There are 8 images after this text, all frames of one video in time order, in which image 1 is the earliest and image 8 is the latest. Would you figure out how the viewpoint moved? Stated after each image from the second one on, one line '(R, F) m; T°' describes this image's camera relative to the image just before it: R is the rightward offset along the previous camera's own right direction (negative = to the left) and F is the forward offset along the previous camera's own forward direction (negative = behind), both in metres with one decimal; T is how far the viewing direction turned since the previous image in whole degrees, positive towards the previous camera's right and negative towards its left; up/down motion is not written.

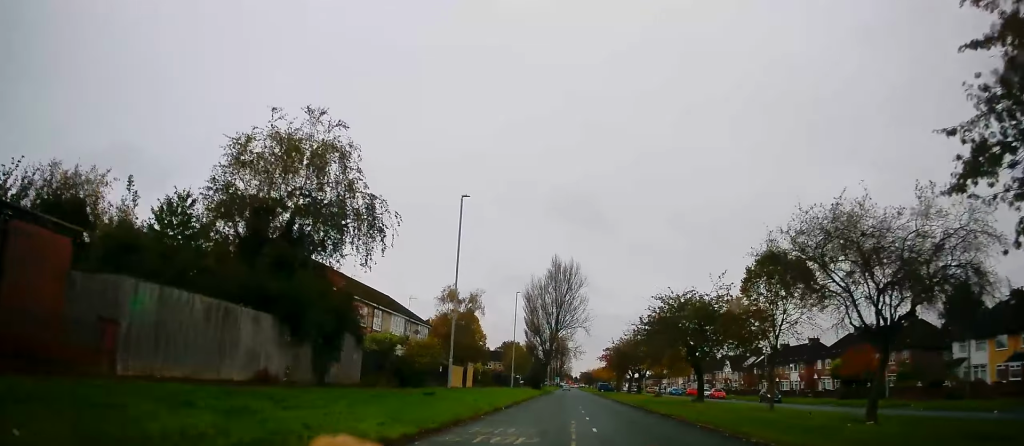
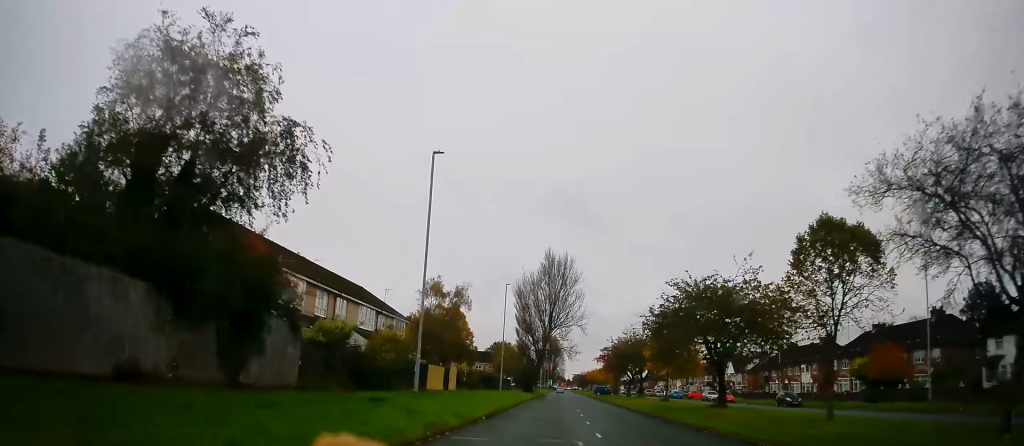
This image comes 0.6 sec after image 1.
(0.0, +6.7) m; +1°
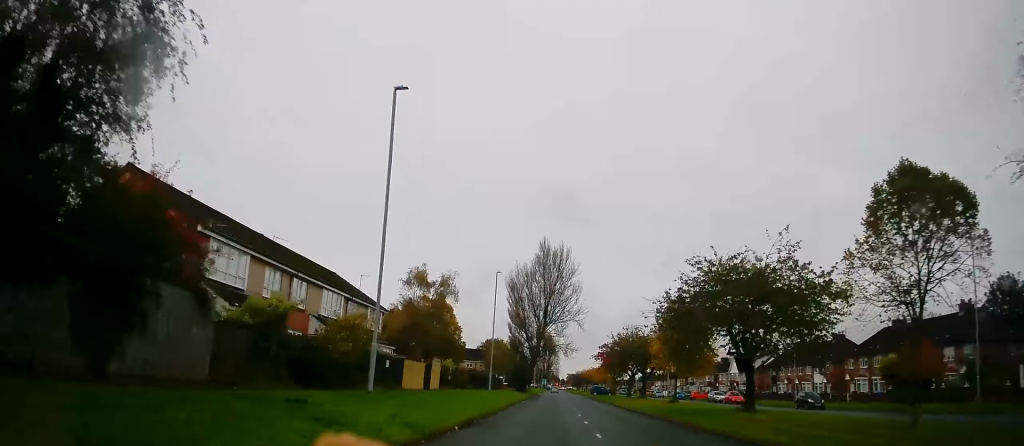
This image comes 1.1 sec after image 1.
(-0.1, +6.0) m; +1°
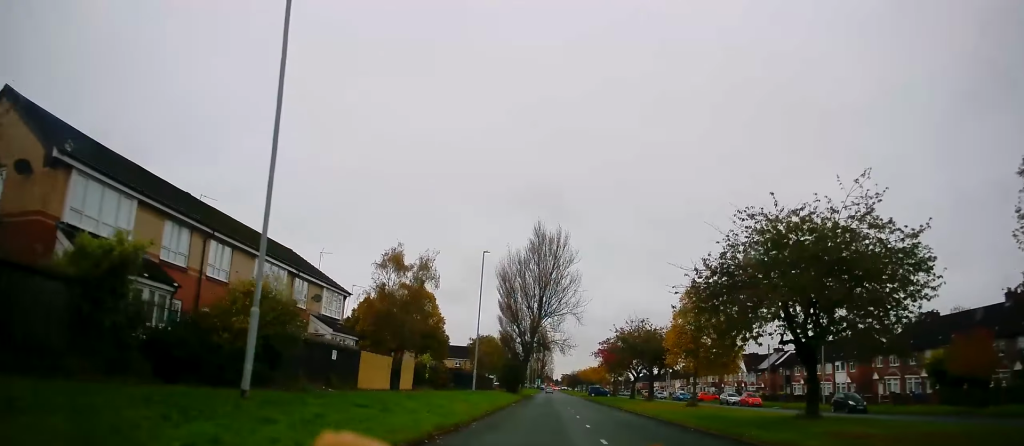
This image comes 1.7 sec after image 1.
(+0.3, +7.9) m; +1°
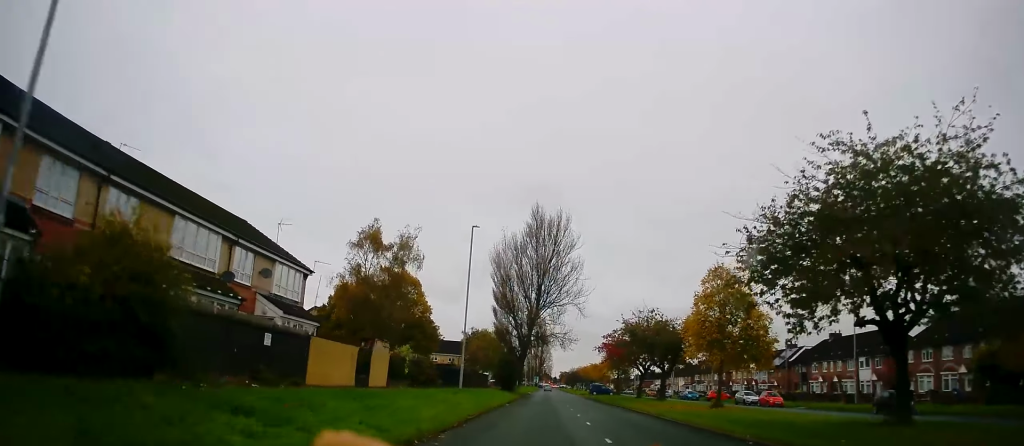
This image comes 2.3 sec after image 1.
(+0.1, +6.4) m; 0°
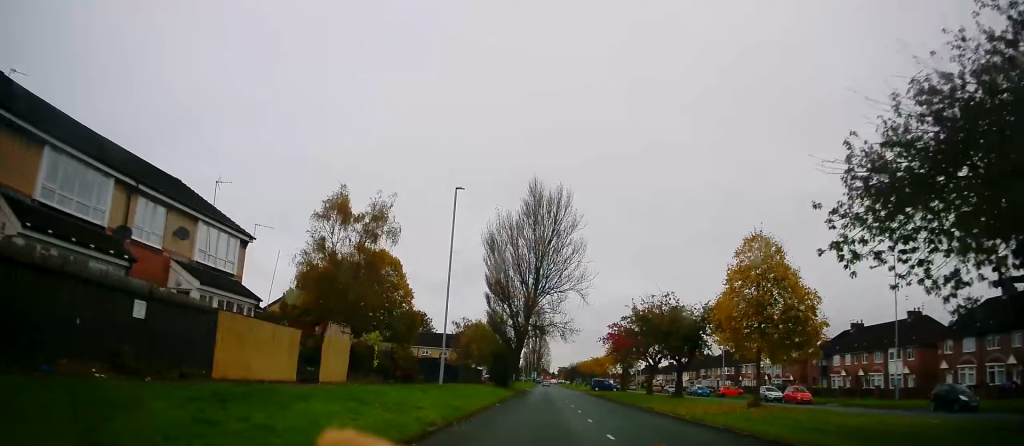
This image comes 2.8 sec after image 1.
(0.0, +6.8) m; 0°
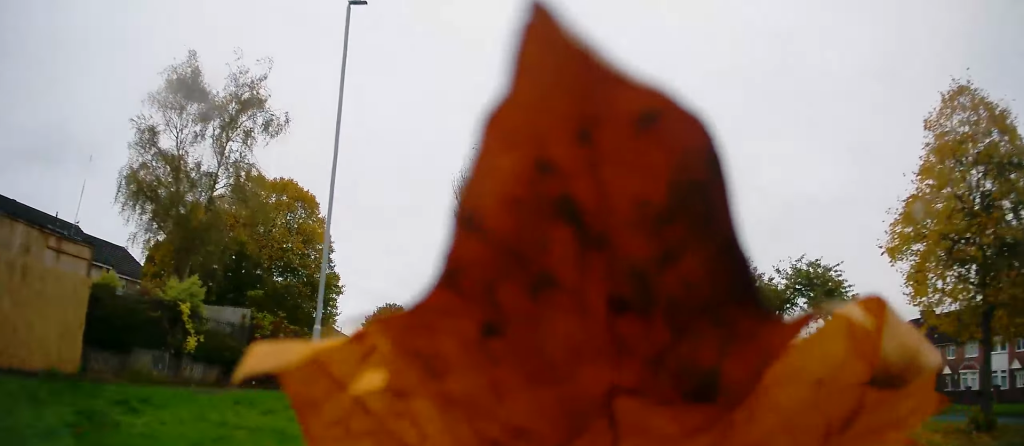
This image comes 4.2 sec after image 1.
(+0.1, +16.9) m; +2°
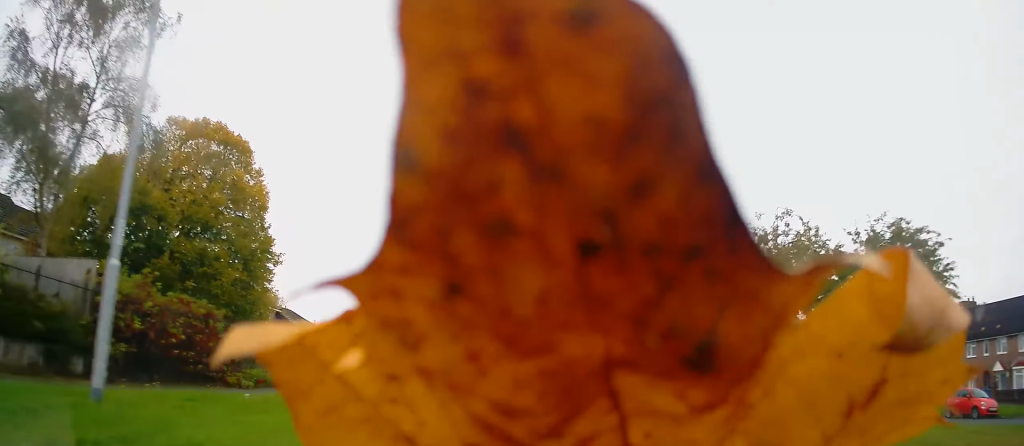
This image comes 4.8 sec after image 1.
(+0.3, +7.2) m; 0°
